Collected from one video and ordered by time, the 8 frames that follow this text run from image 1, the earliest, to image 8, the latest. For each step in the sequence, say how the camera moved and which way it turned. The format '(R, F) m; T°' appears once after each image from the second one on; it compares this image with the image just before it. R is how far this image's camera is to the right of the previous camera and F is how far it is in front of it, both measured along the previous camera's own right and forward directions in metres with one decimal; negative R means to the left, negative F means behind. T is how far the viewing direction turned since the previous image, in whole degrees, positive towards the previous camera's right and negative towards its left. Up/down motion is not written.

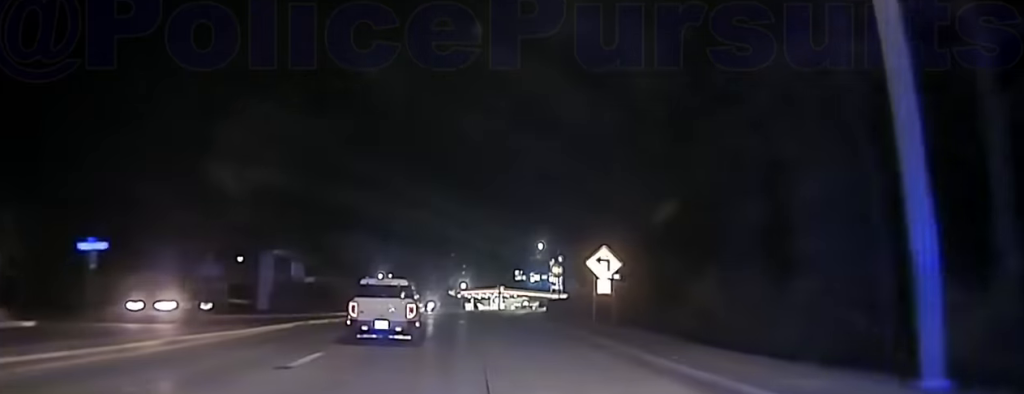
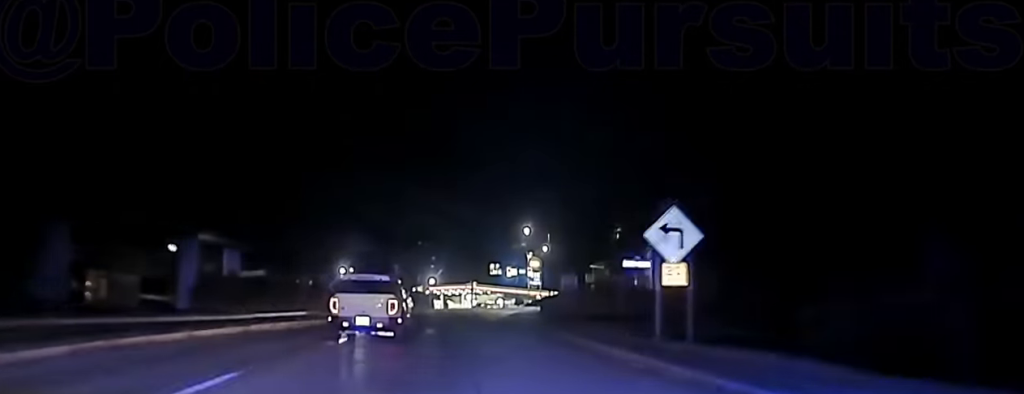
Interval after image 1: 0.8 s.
(+0.1, +16.4) m; +1°
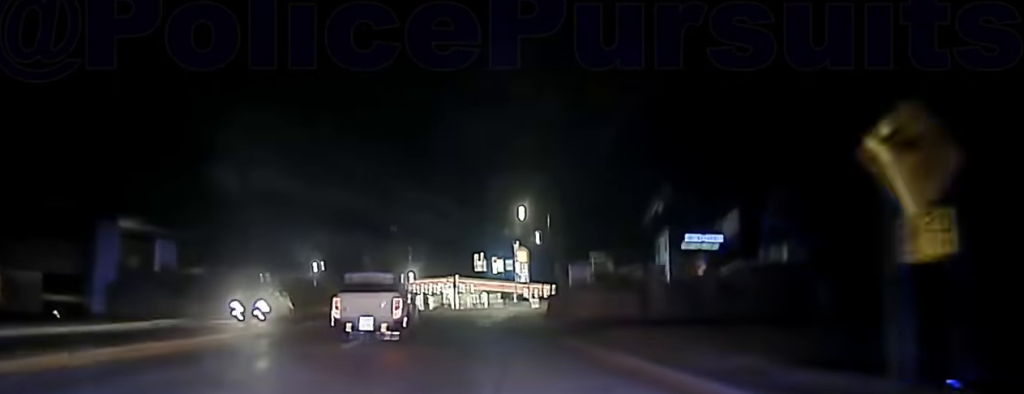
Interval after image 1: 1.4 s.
(0.0, +13.6) m; +1°
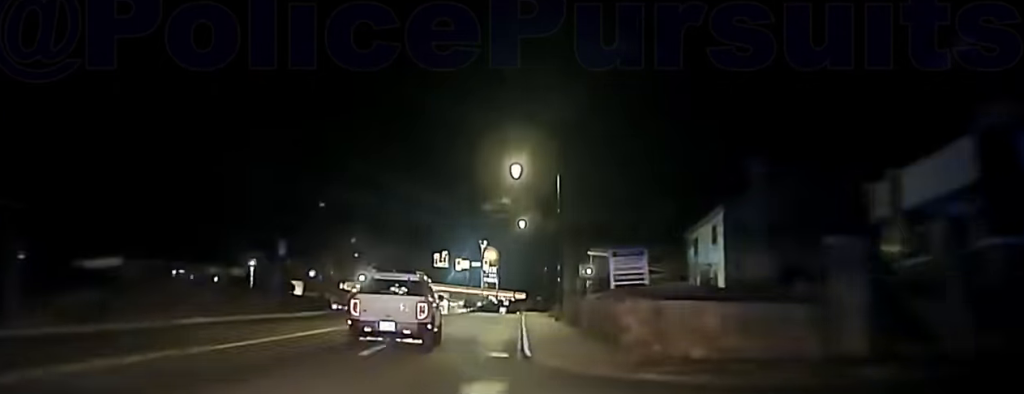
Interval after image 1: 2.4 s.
(+0.2, +25.8) m; +2°
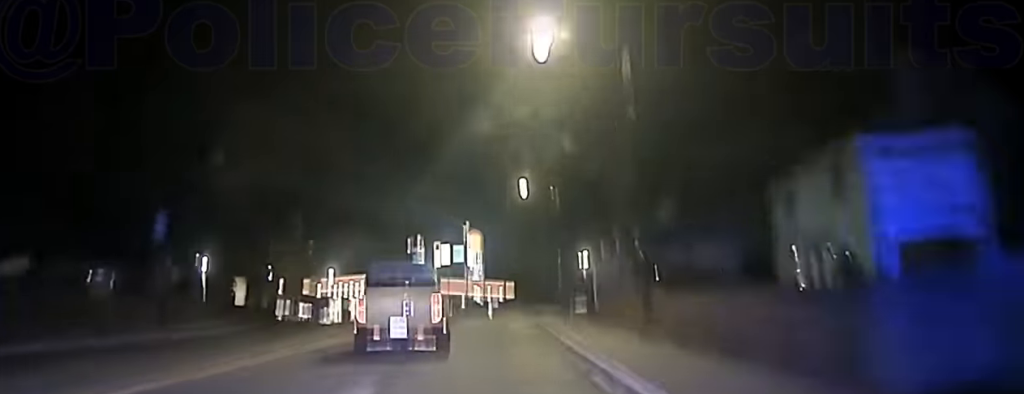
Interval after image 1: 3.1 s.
(+0.4, +23.0) m; +1°
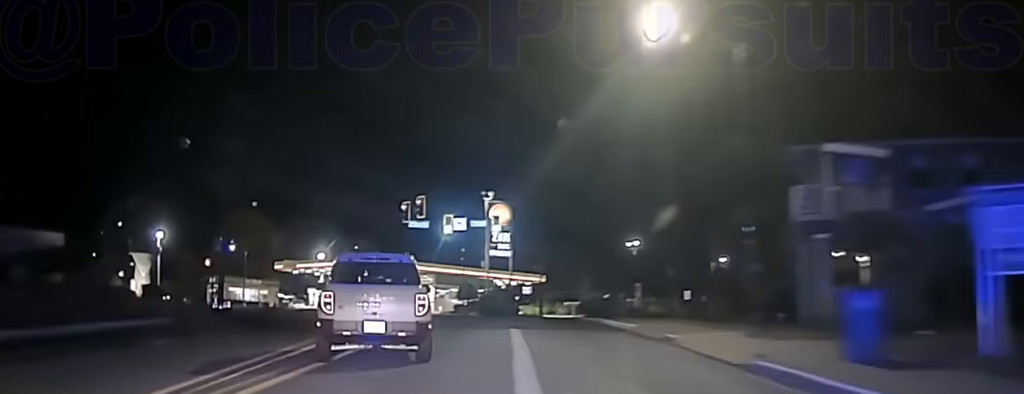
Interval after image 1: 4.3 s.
(0.0, +31.6) m; -3°
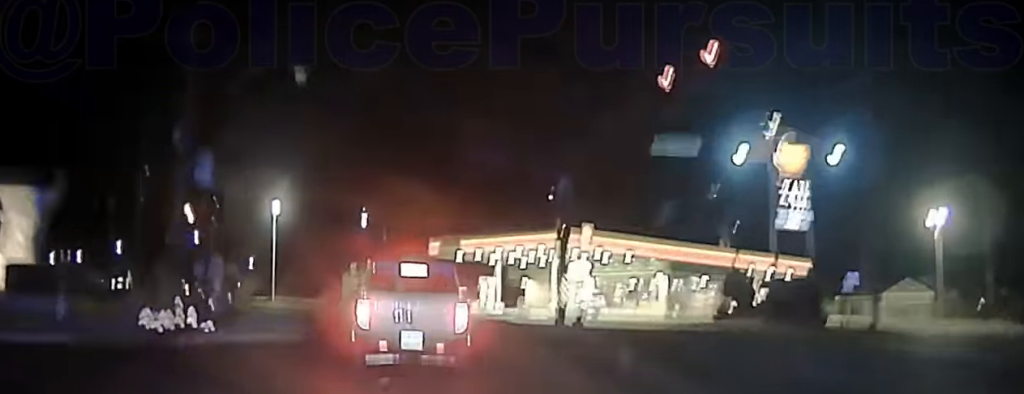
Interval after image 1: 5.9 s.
(-4.2, +39.2) m; -12°
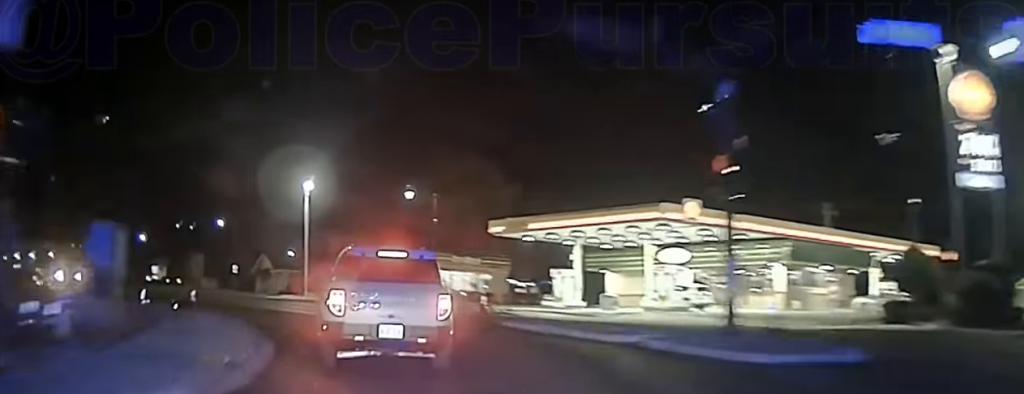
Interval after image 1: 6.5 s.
(-0.4, +14.4) m; -5°
